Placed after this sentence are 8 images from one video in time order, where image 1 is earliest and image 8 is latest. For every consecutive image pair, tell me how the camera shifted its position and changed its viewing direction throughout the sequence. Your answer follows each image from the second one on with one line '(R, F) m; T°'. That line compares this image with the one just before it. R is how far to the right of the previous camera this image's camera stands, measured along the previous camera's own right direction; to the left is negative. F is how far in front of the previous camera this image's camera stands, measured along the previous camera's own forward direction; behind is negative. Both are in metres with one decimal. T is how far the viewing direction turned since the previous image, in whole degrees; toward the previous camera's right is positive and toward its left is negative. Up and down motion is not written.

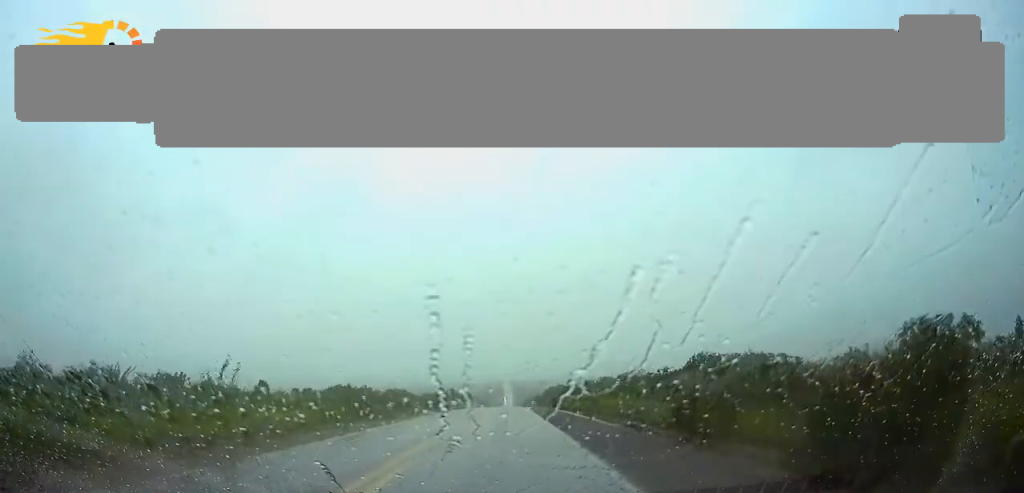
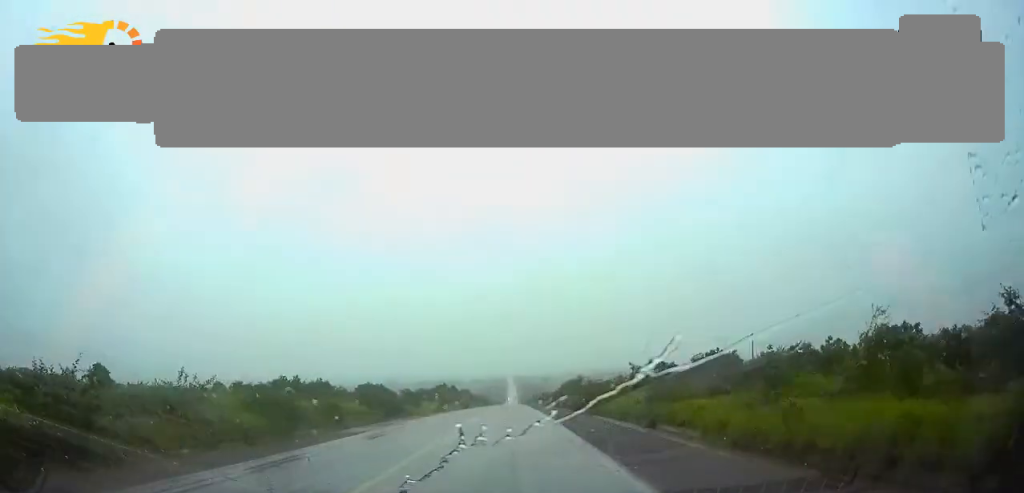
(-0.1, +28.4) m; 0°
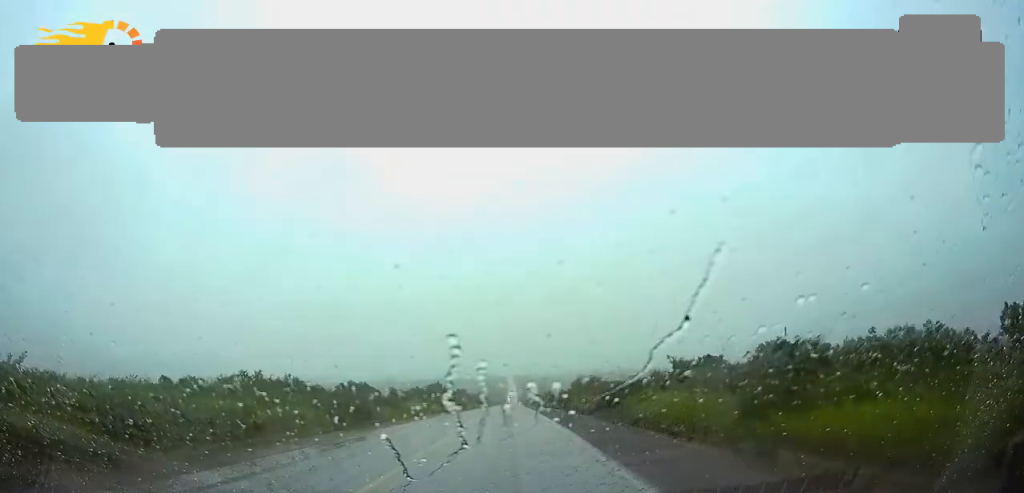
(-0.1, +12.0) m; 0°
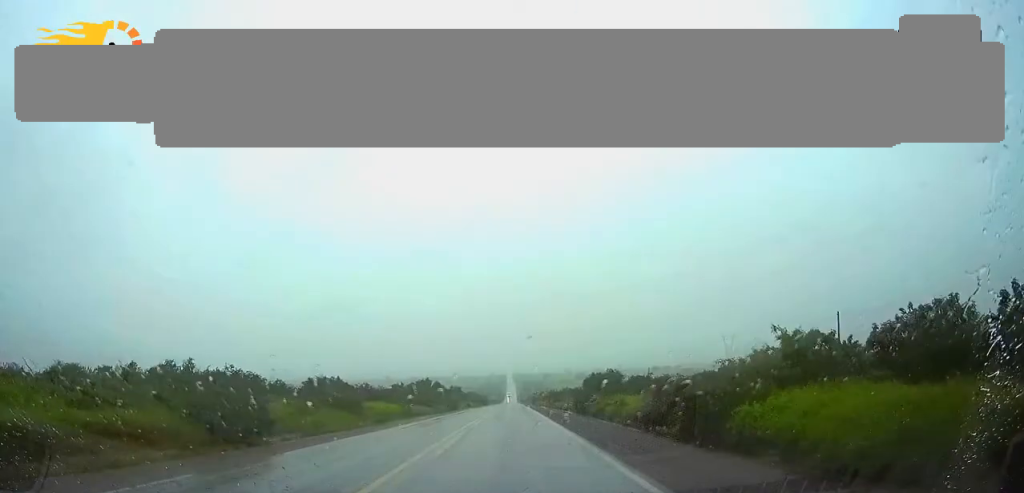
(+0.1, +14.9) m; 0°
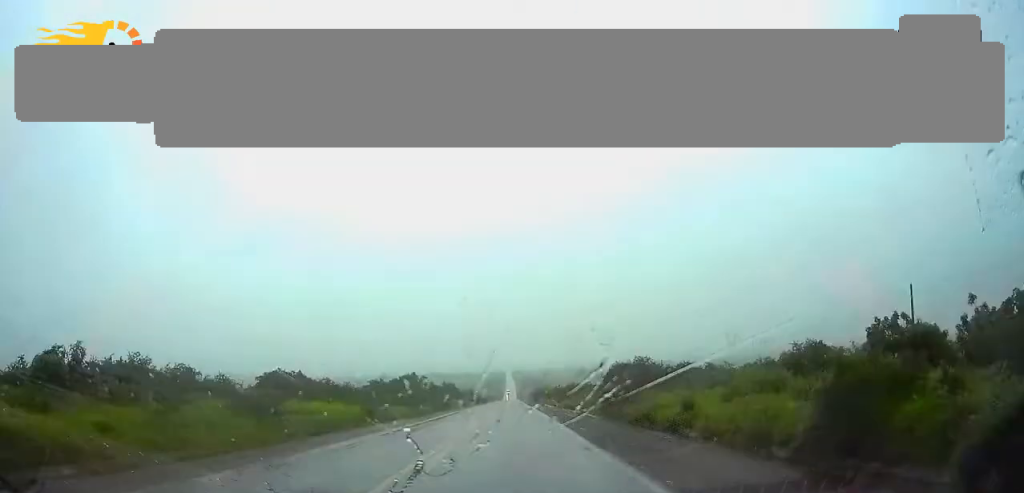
(+0.1, +15.0) m; 0°
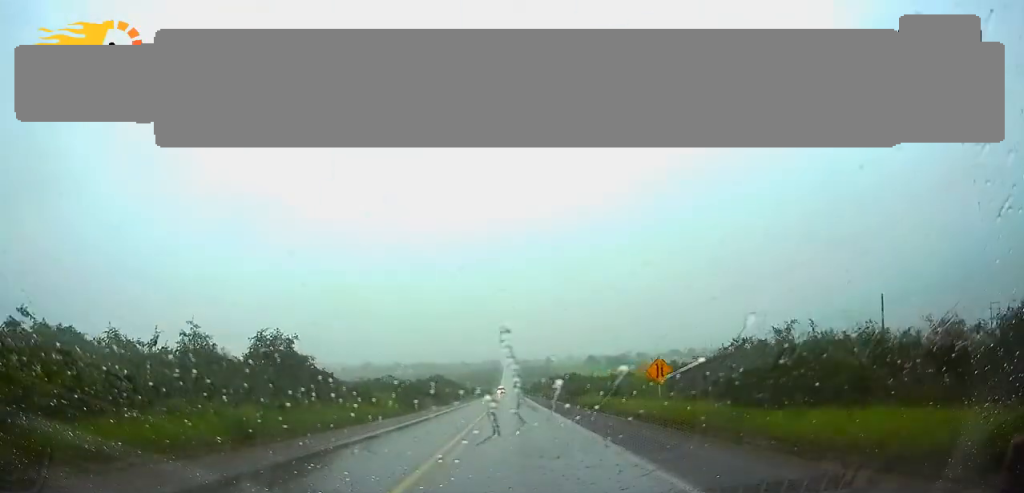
(+0.1, +96.2) m; 0°
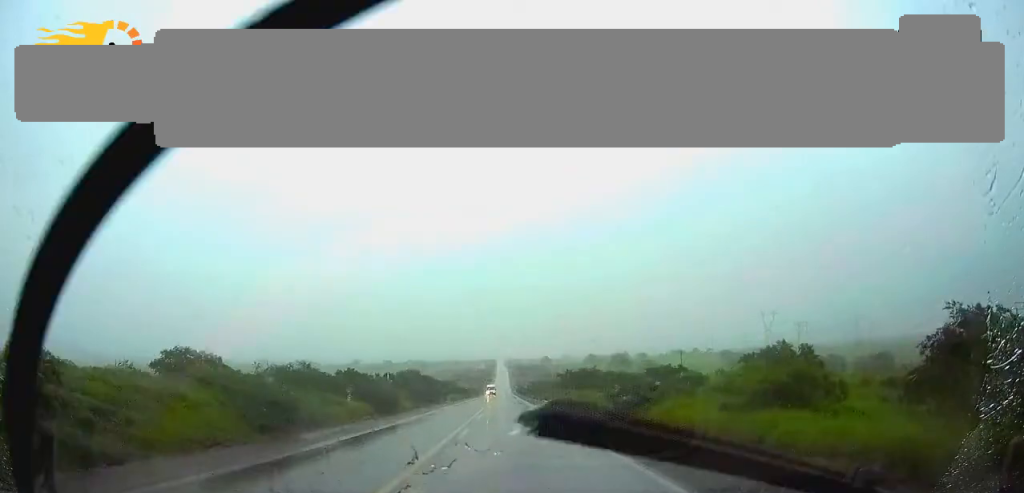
(0.0, +31.0) m; 0°
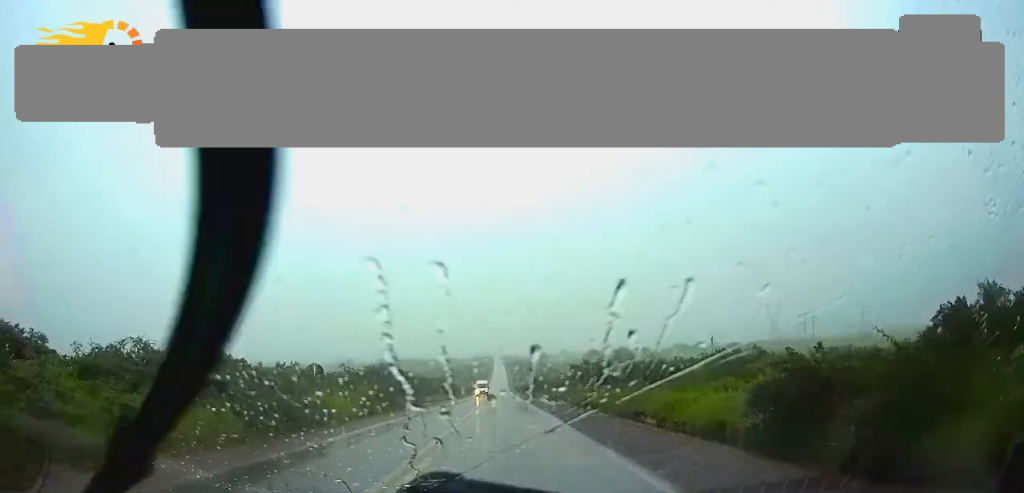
(+0.1, +21.4) m; 0°
